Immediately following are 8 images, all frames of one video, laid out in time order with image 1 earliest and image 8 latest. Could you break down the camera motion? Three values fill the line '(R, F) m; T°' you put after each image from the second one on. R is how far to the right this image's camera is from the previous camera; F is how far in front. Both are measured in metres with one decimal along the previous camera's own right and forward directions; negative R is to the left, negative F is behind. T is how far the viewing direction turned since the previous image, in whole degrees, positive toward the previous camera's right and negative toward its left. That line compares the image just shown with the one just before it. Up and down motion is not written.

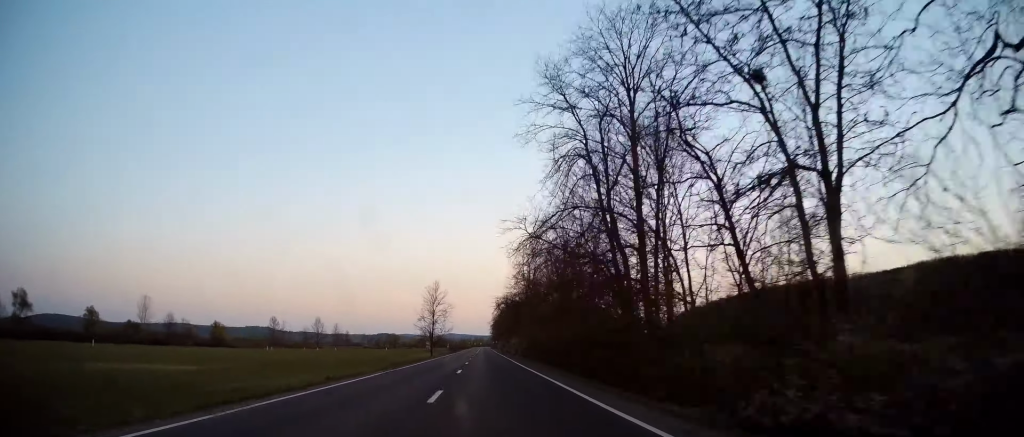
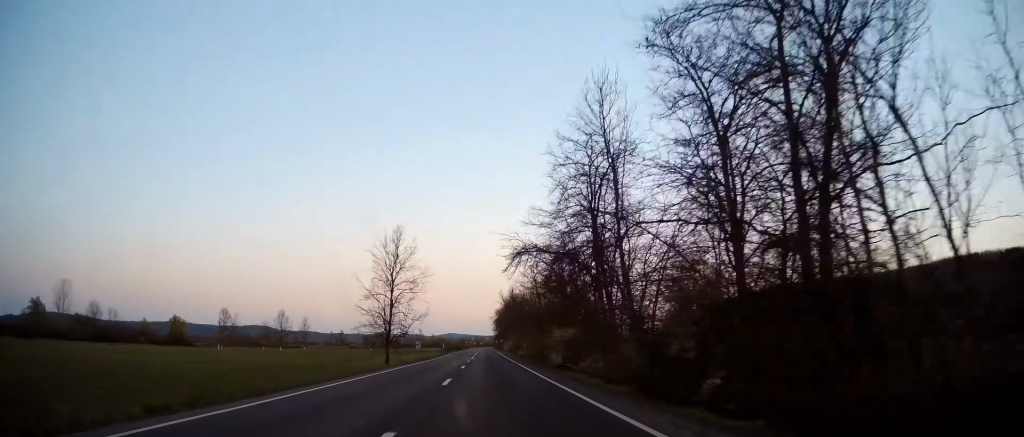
(-0.5, +44.3) m; 0°
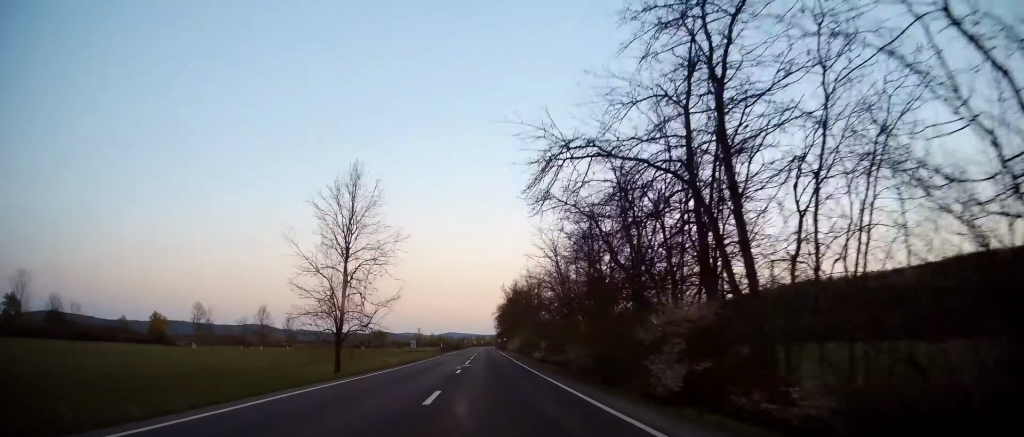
(0.0, +17.9) m; 0°
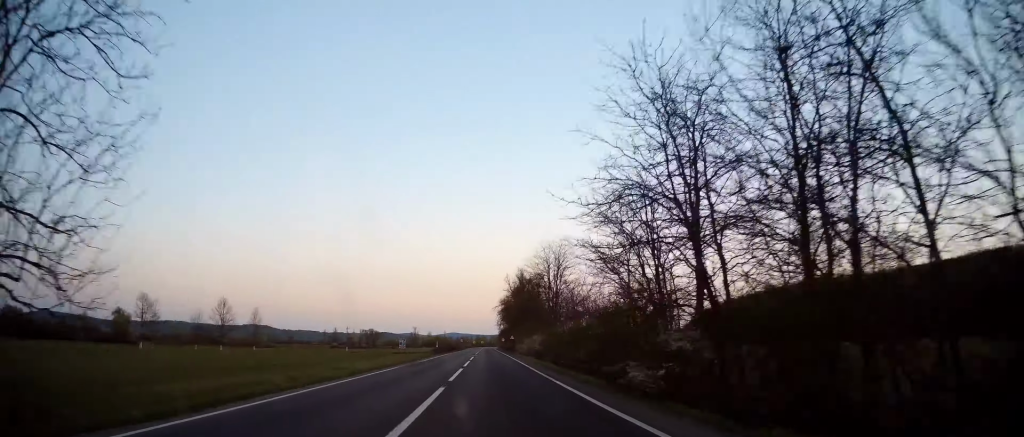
(+0.3, +28.3) m; 0°
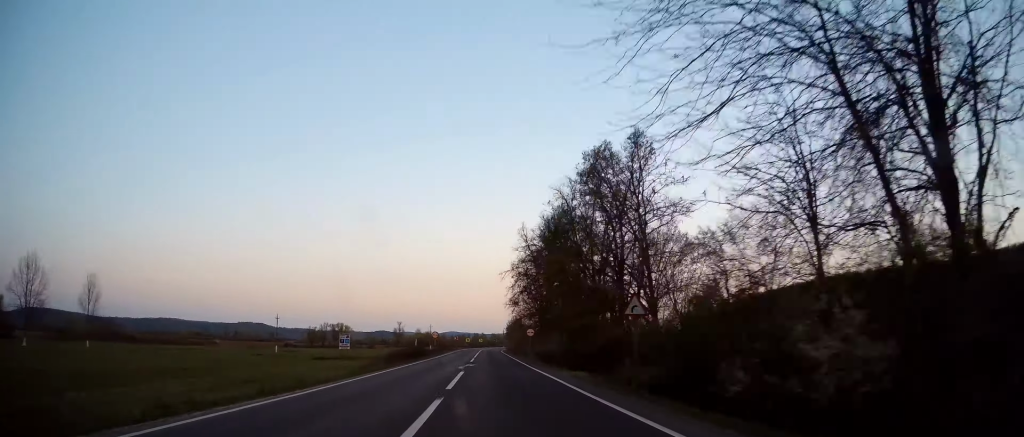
(-1.0, +72.3) m; 0°
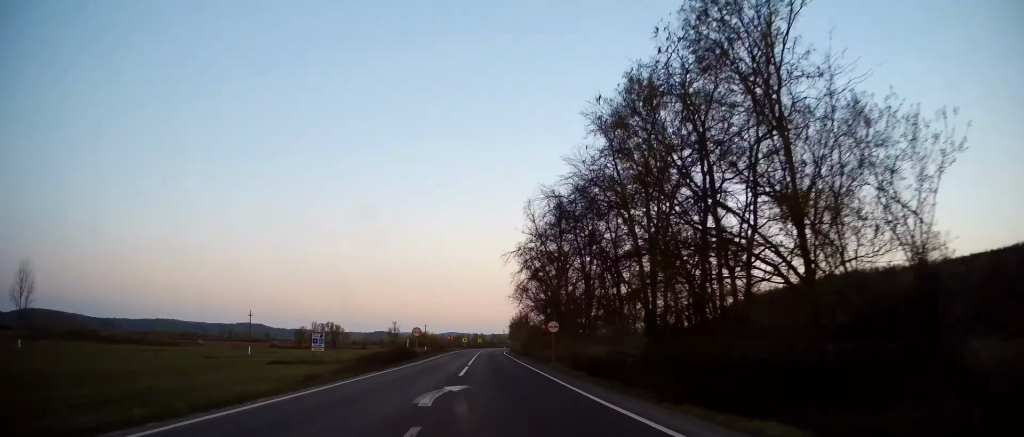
(+0.1, +16.7) m; 0°
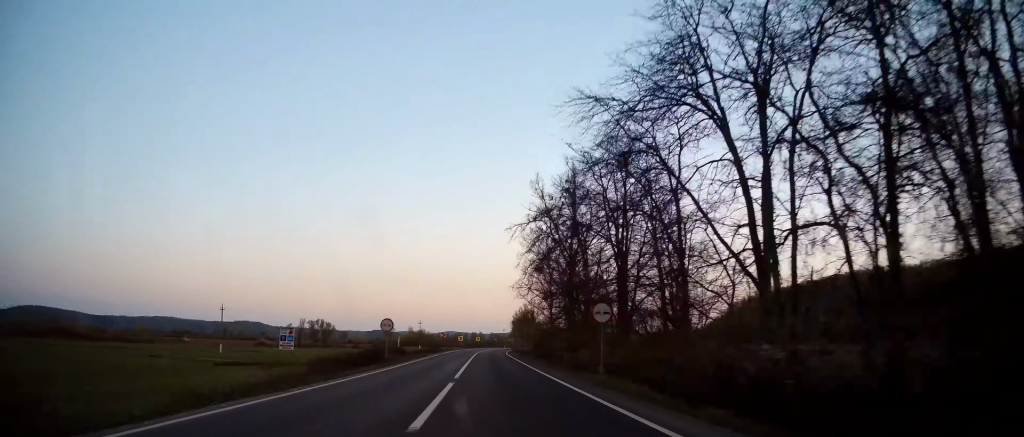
(+0.2, +13.8) m; 0°
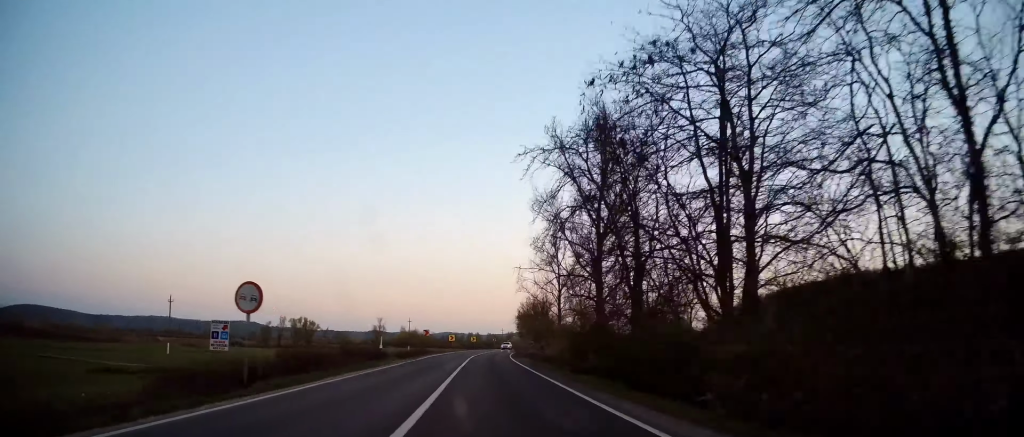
(-0.1, +19.2) m; 0°
